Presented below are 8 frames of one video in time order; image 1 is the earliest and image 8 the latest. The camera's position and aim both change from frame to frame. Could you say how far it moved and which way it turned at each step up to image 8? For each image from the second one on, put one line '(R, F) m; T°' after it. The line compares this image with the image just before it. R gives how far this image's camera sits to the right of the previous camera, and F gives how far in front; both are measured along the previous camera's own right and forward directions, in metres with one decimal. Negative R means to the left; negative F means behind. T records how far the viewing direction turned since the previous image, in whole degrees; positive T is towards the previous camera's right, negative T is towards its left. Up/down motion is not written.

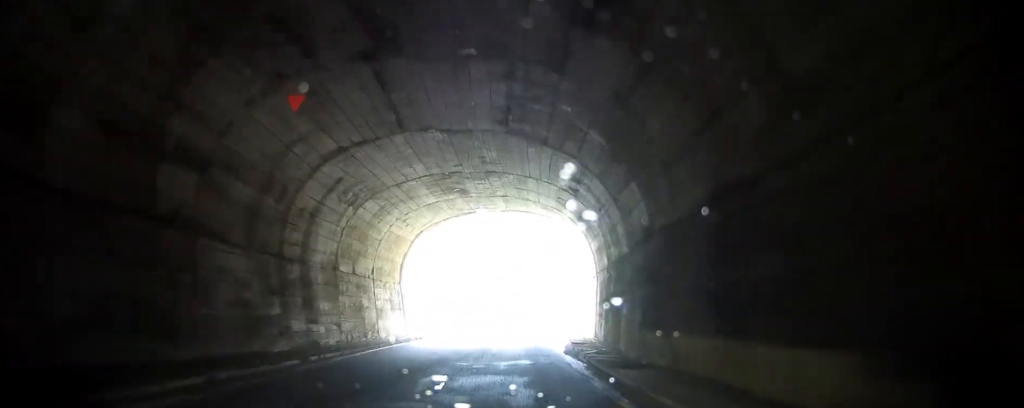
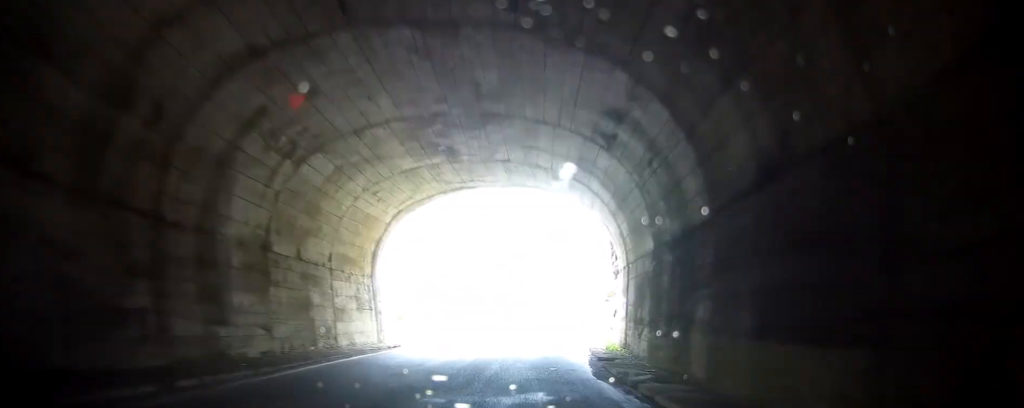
(+0.3, +7.5) m; +2°
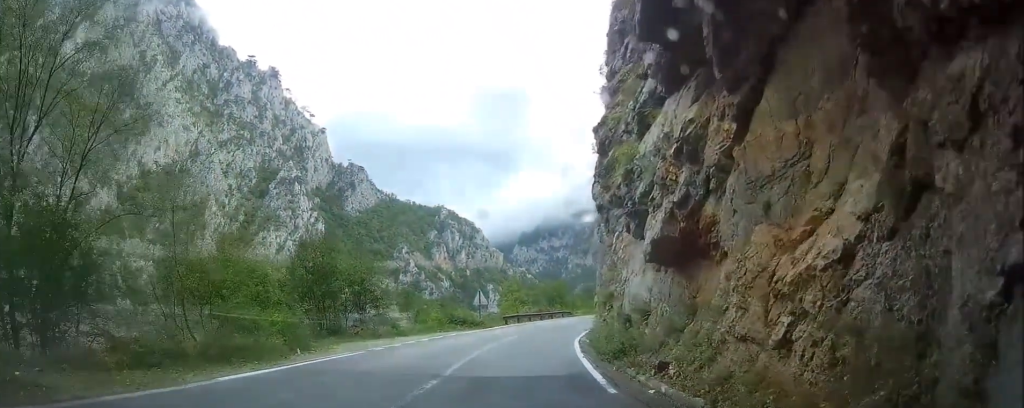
(+0.5, +29.2) m; +2°
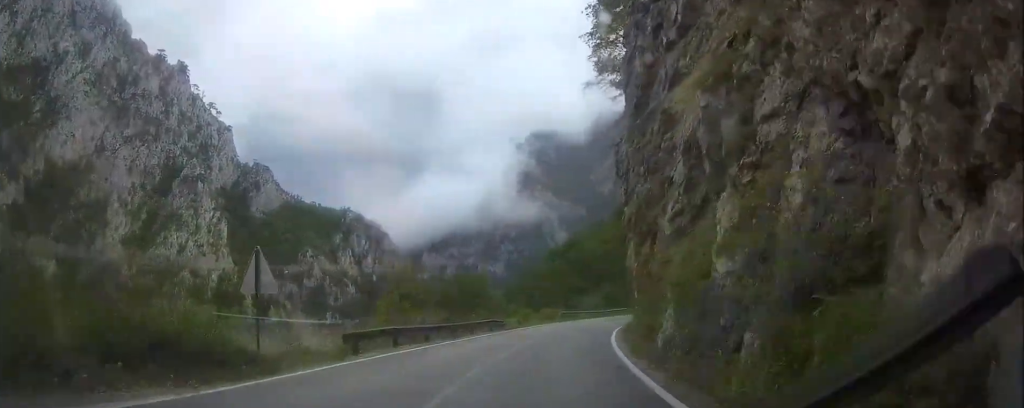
(+2.6, +33.1) m; +11°
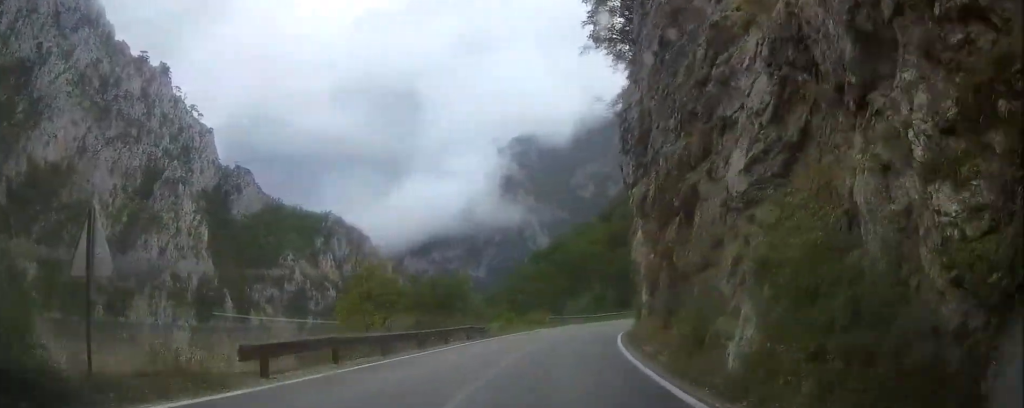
(0.0, +6.3) m; +3°
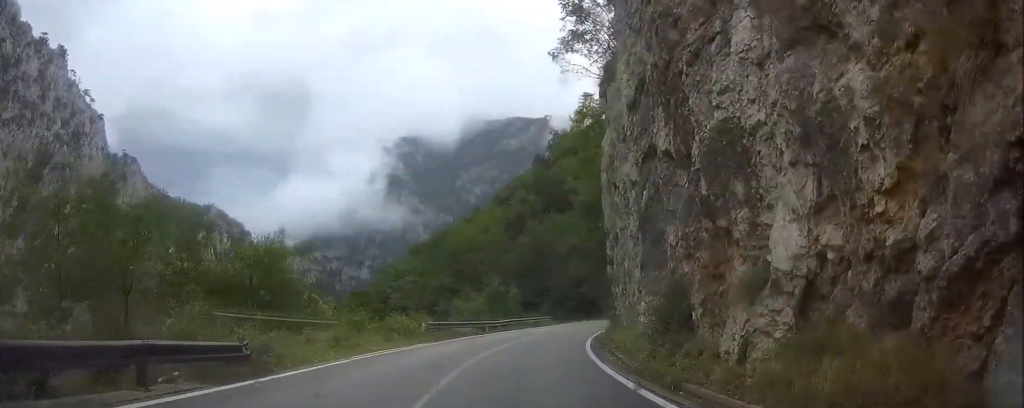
(+1.2, +21.9) m; +4°
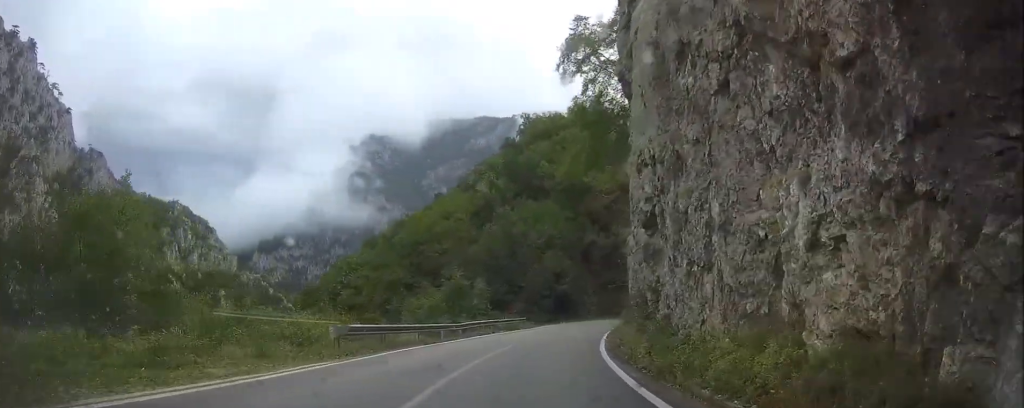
(+0.1, +11.2) m; +3°
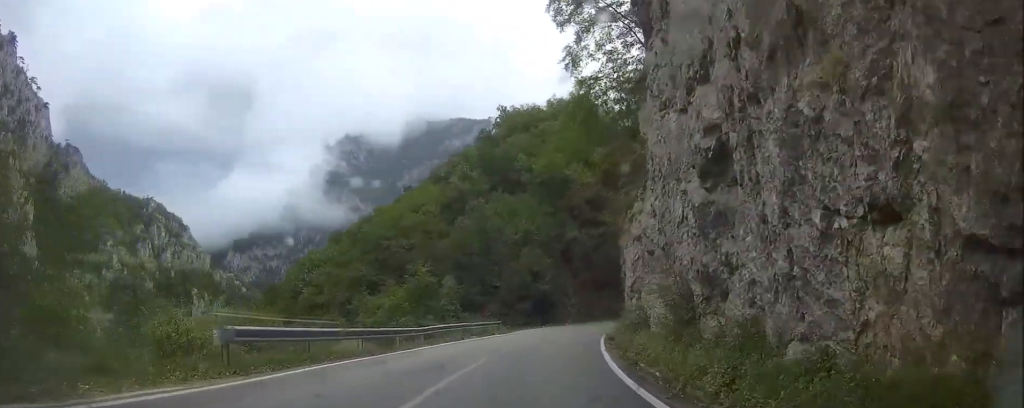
(0.0, +6.0) m; +3°
